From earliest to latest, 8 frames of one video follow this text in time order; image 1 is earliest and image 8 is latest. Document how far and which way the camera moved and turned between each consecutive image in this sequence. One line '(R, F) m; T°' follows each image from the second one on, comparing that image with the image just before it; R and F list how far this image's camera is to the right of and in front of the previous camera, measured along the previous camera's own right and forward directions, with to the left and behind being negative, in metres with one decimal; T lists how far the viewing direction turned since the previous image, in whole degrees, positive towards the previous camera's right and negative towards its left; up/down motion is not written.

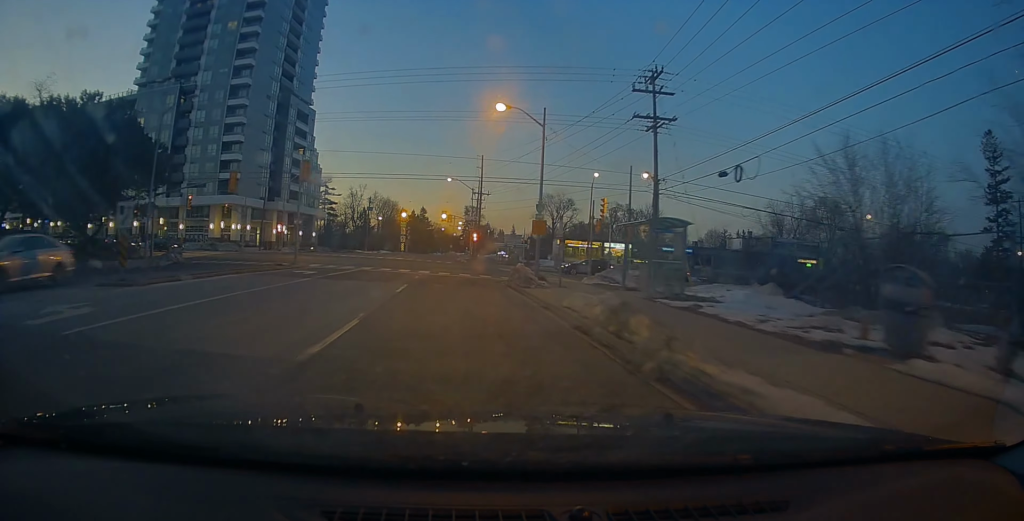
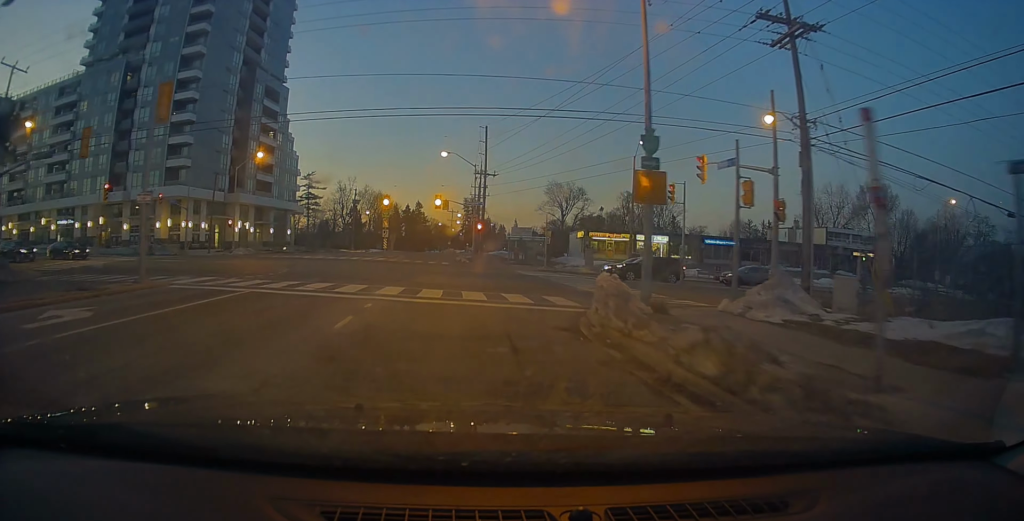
(-0.7, +16.4) m; -2°
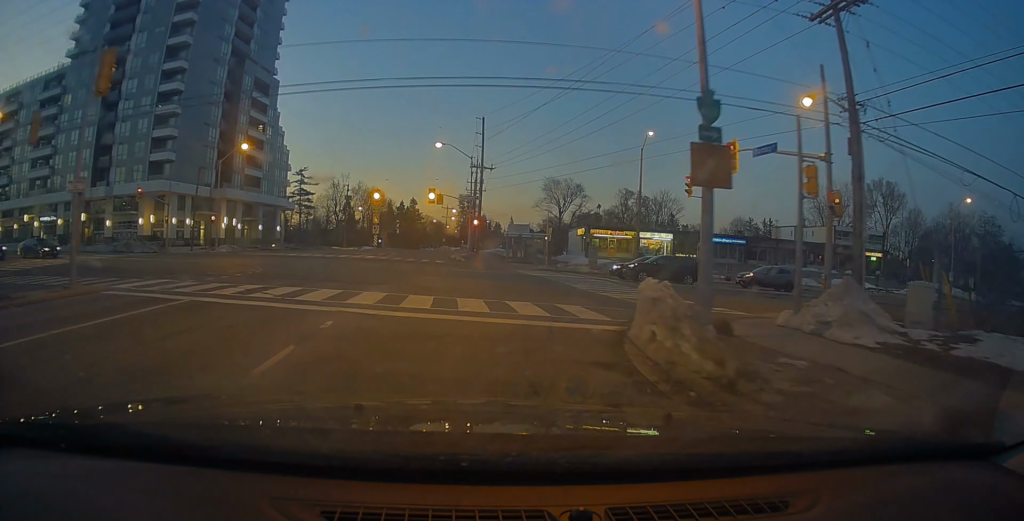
(+0.1, +3.1) m; +1°
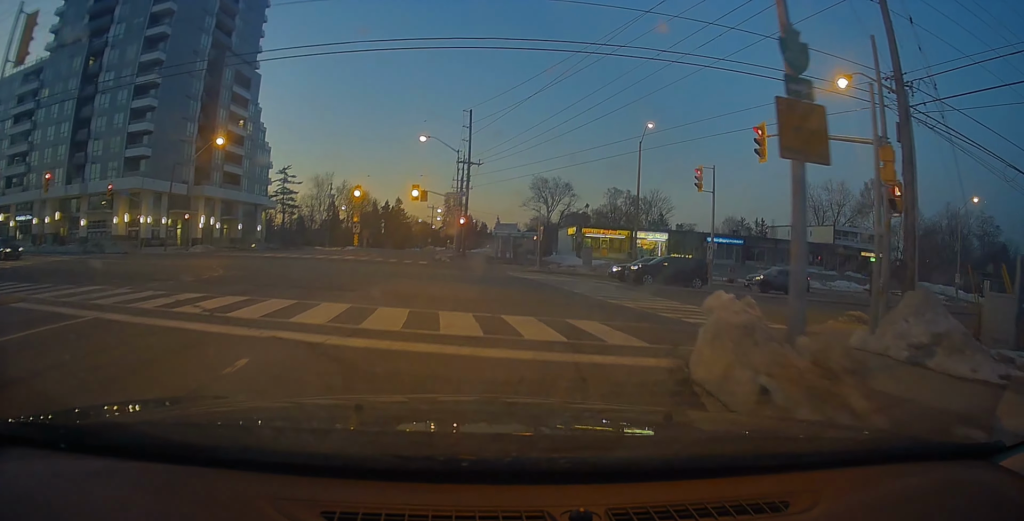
(+0.1, +3.2) m; +2°
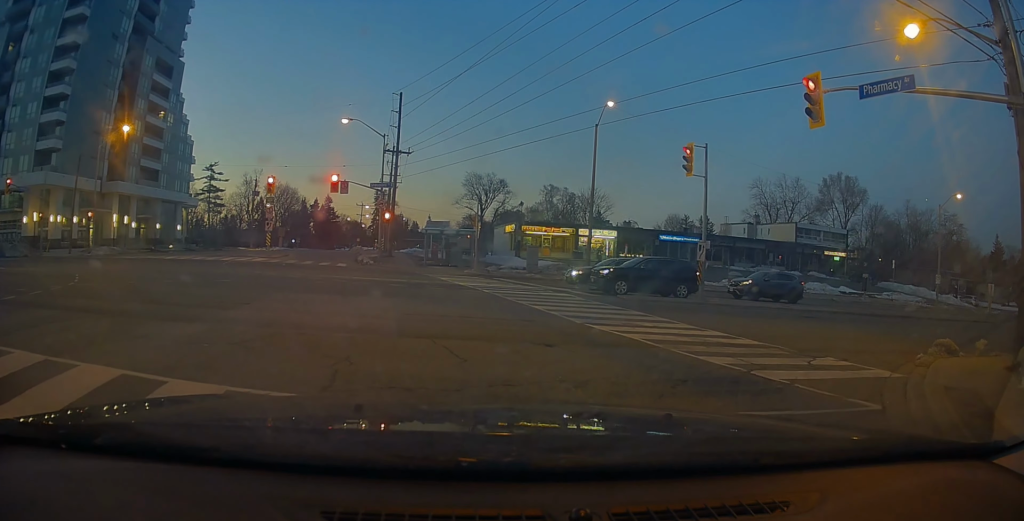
(+0.6, +5.8) m; +17°
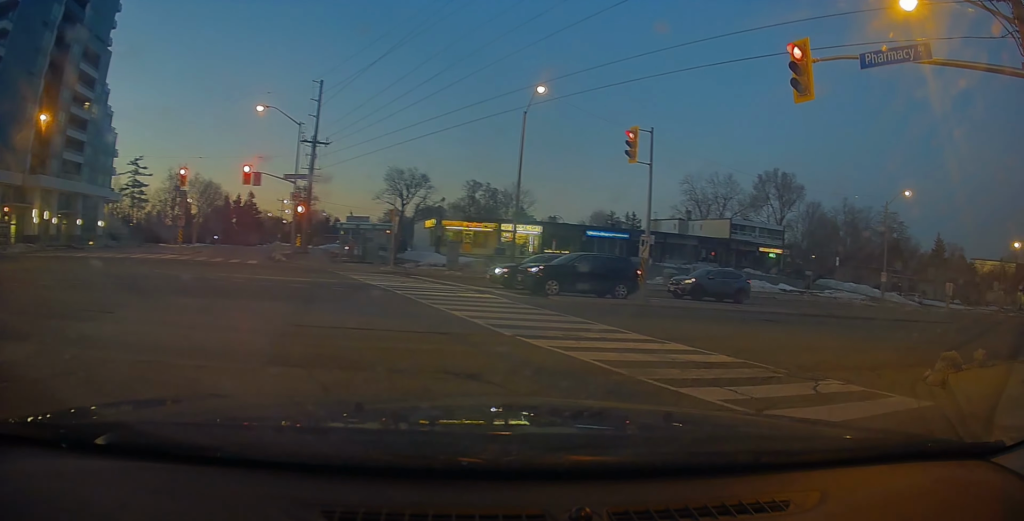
(+0.6, +3.3) m; +26°
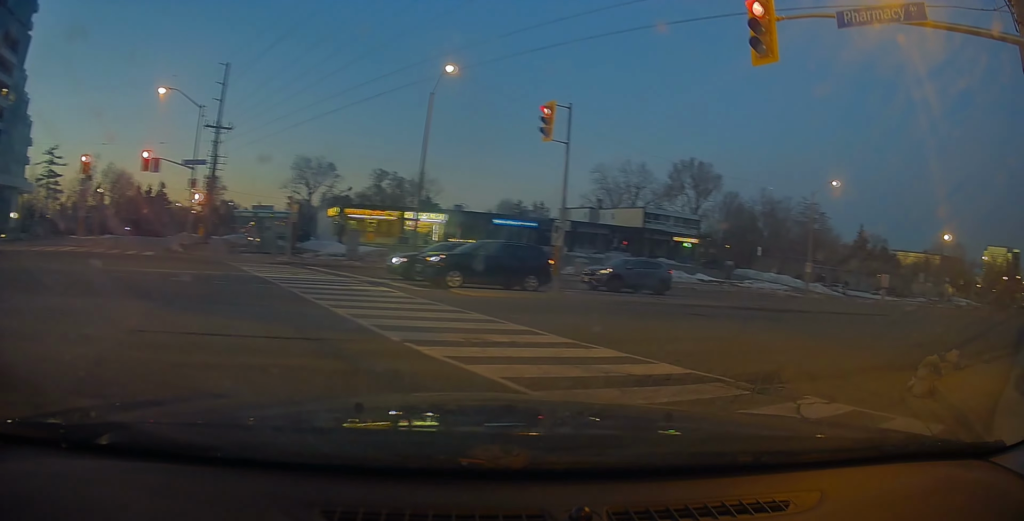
(+0.3, +1.8) m; +6°
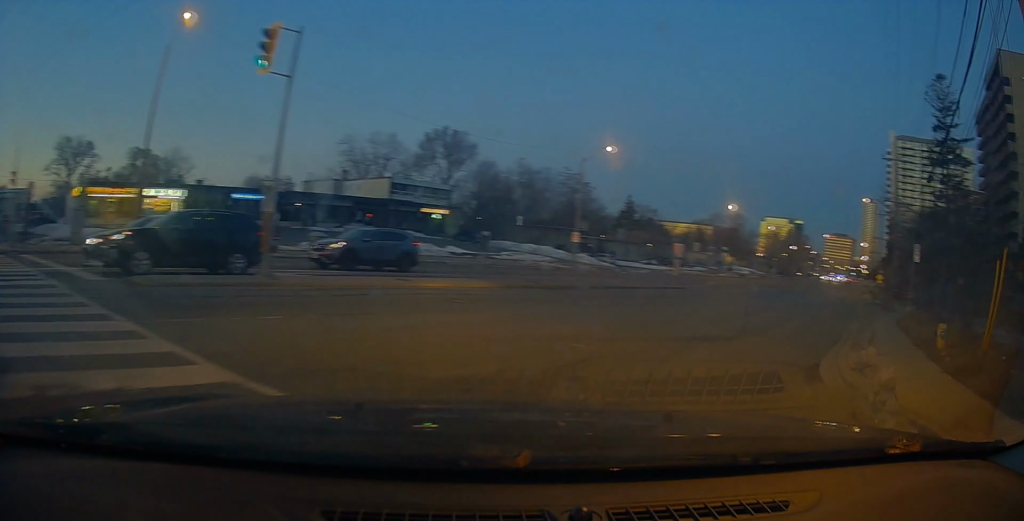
(+0.3, +4.1) m; +17°
